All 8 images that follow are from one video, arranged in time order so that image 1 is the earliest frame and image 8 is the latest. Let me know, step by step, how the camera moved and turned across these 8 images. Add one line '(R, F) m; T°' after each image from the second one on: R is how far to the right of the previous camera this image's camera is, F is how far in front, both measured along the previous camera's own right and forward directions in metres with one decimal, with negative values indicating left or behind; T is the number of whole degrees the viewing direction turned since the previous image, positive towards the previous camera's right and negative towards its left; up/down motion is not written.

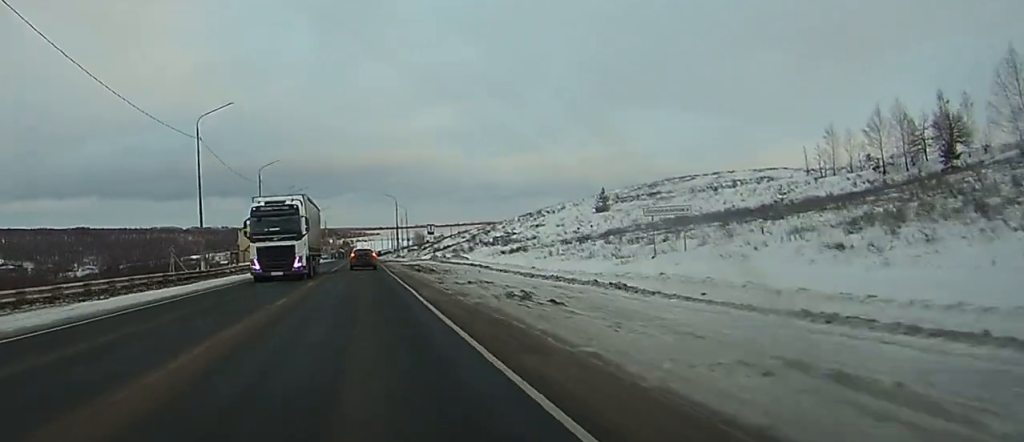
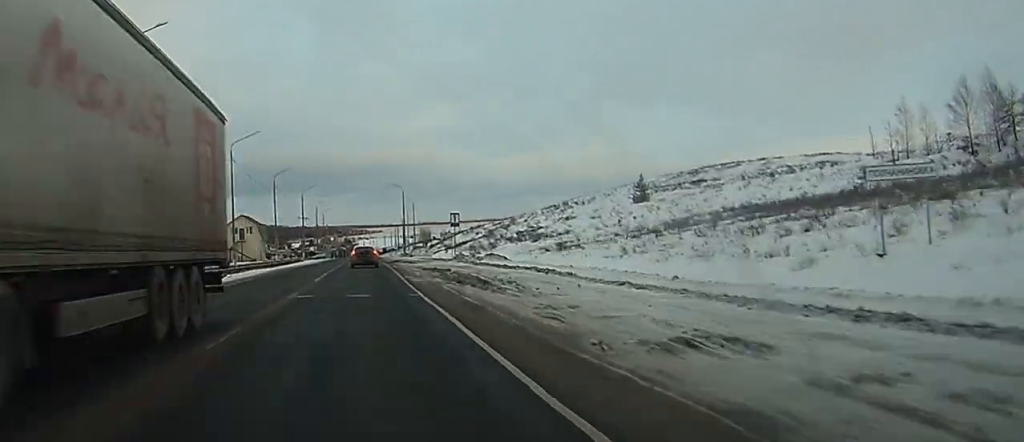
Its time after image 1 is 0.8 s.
(0.0, +21.8) m; 0°
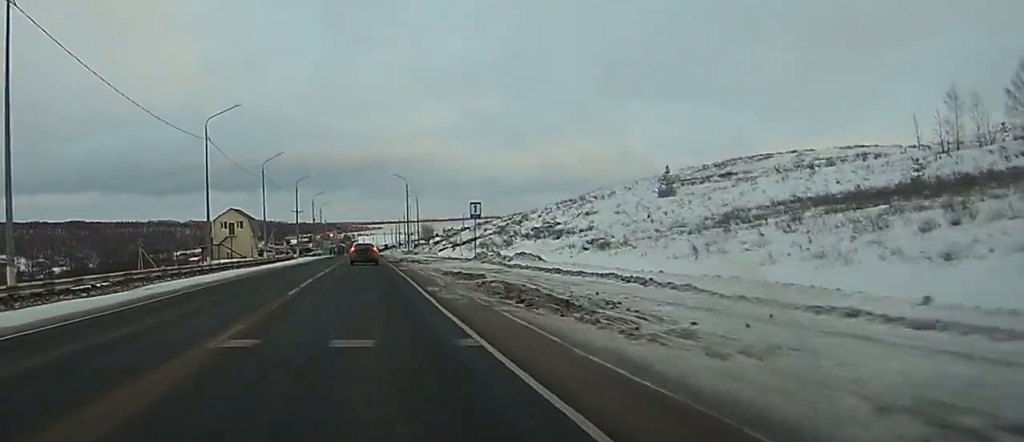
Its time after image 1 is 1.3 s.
(0.0, +12.6) m; 0°
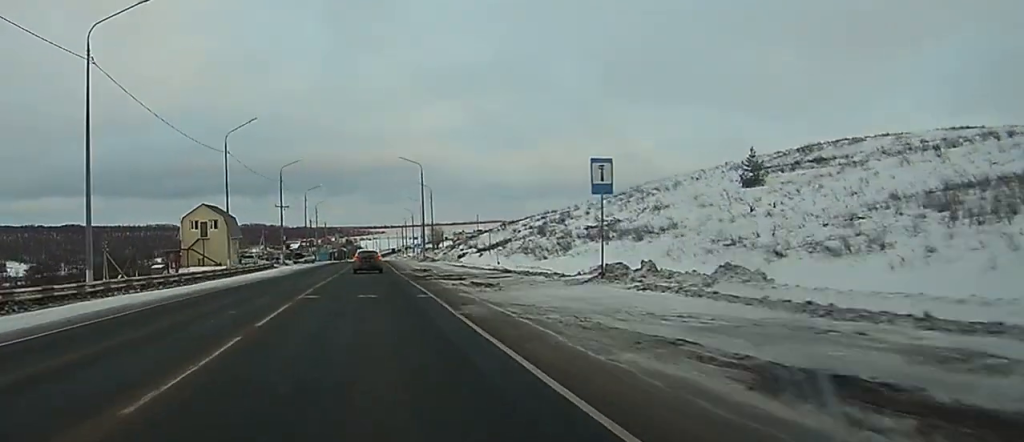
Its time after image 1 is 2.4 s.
(0.0, +29.3) m; 0°
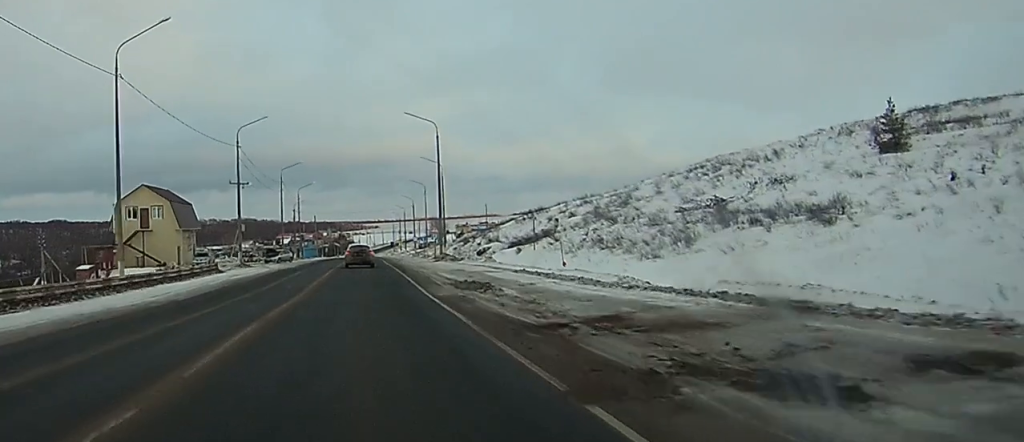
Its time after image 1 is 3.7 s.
(+0.1, +31.8) m; 0°
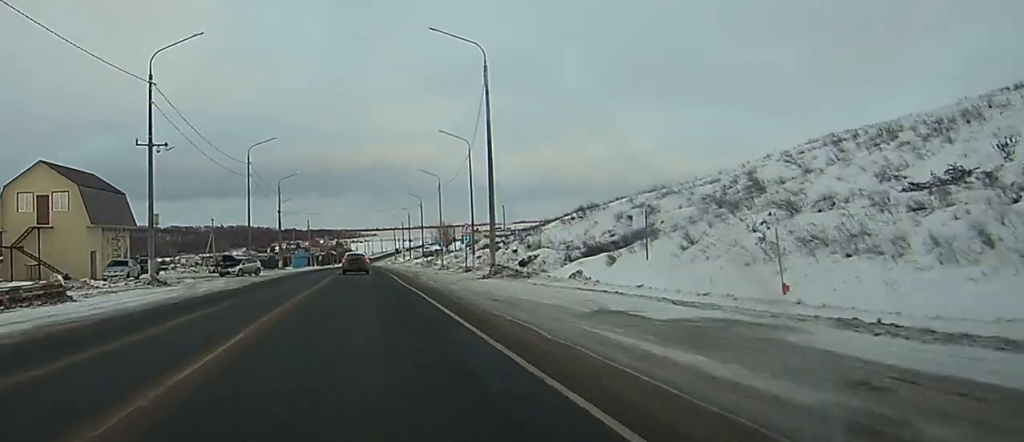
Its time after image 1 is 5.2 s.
(0.0, +31.4) m; 0°
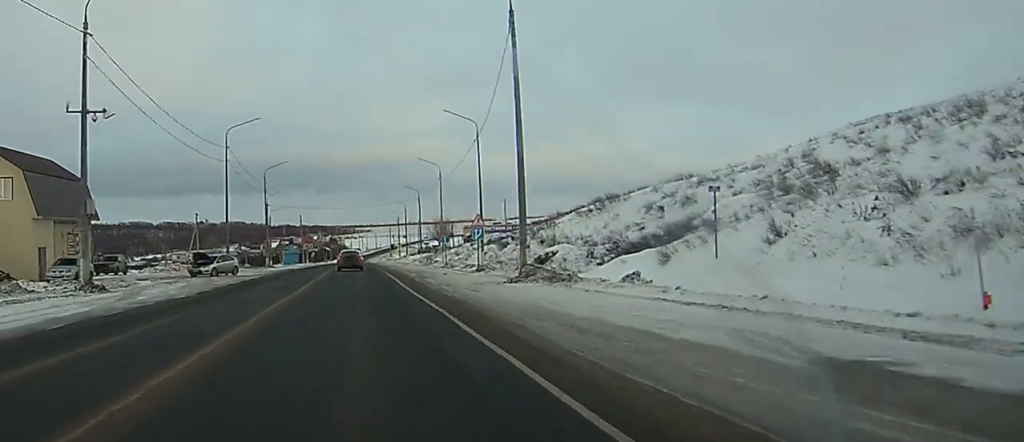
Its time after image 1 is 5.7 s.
(0.0, +9.7) m; 0°
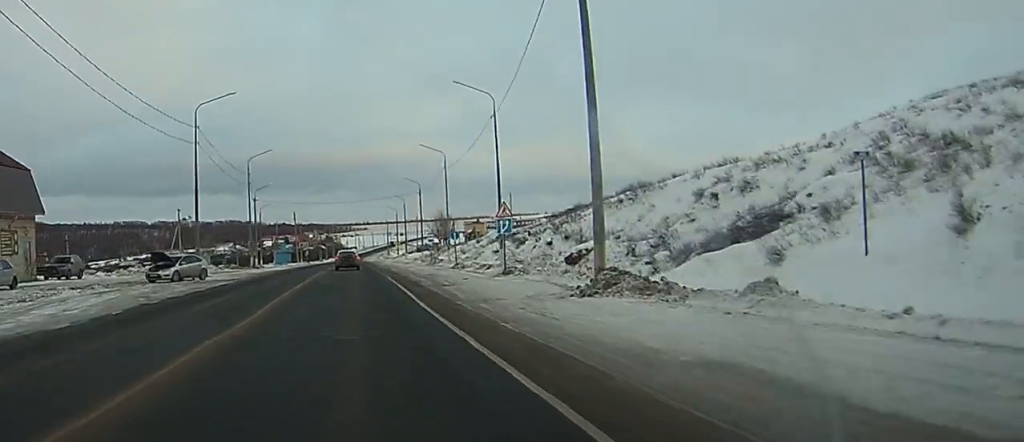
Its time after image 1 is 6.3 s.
(0.0, +11.3) m; 0°
